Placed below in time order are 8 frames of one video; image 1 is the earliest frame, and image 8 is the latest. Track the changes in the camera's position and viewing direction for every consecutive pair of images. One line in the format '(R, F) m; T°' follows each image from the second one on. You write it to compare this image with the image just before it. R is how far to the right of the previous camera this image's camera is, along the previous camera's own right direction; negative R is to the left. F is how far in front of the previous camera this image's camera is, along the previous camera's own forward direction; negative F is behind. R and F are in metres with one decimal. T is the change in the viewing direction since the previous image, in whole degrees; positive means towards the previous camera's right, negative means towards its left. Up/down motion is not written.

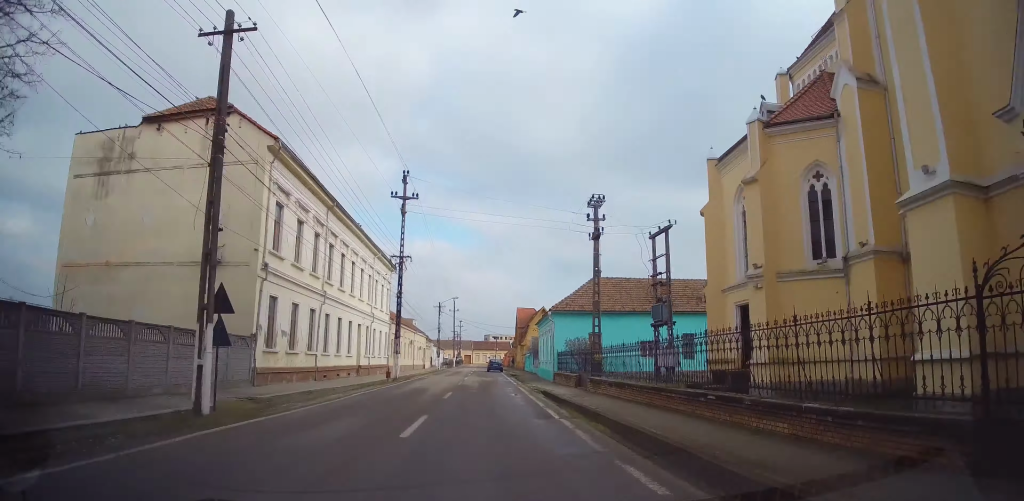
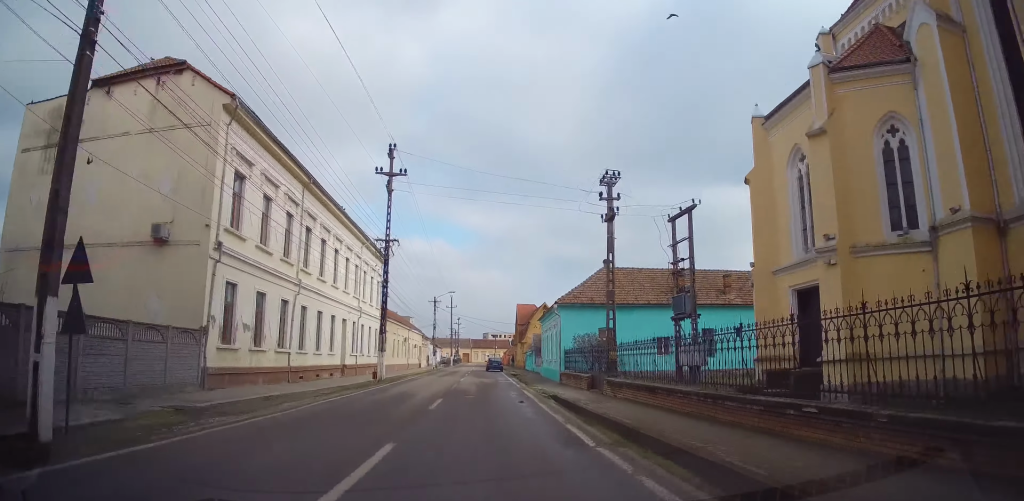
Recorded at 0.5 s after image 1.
(-0.1, +3.8) m; 0°
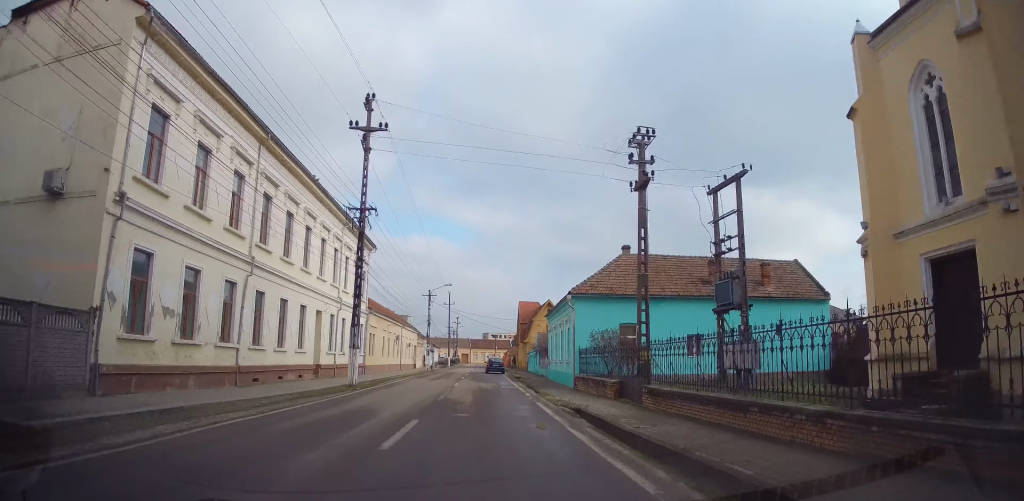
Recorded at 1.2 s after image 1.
(+0.2, +5.7) m; +2°
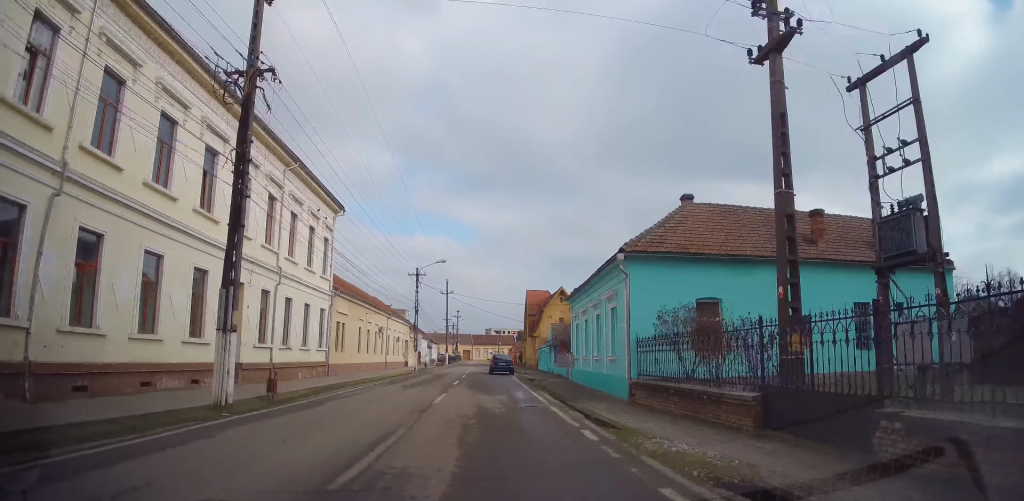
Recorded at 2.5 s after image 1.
(+0.1, +10.9) m; 0°
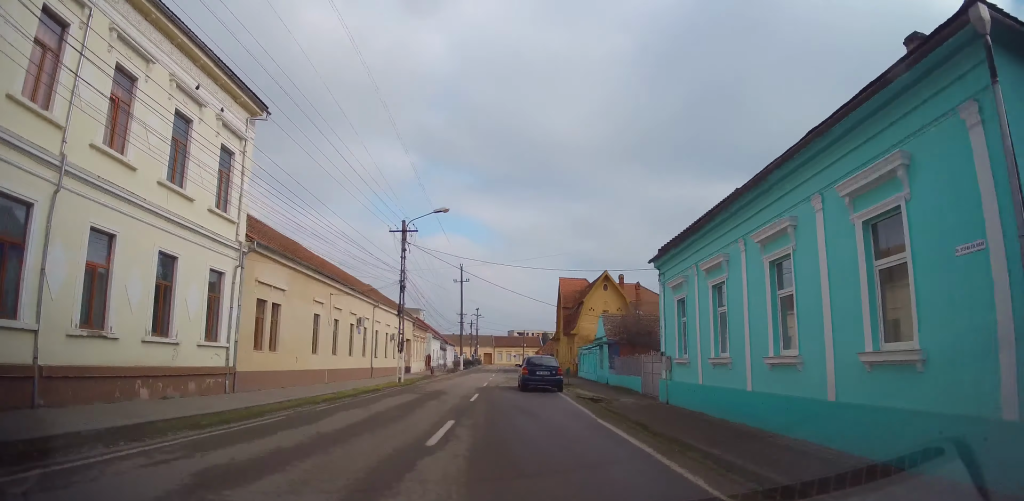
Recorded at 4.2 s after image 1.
(-0.8, +14.5) m; -3°
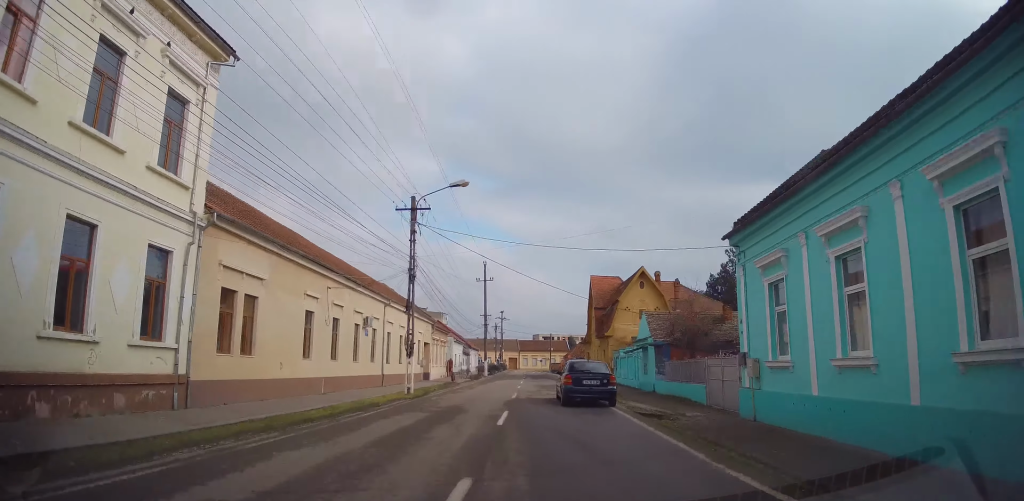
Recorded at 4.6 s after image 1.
(0.0, +4.3) m; -1°
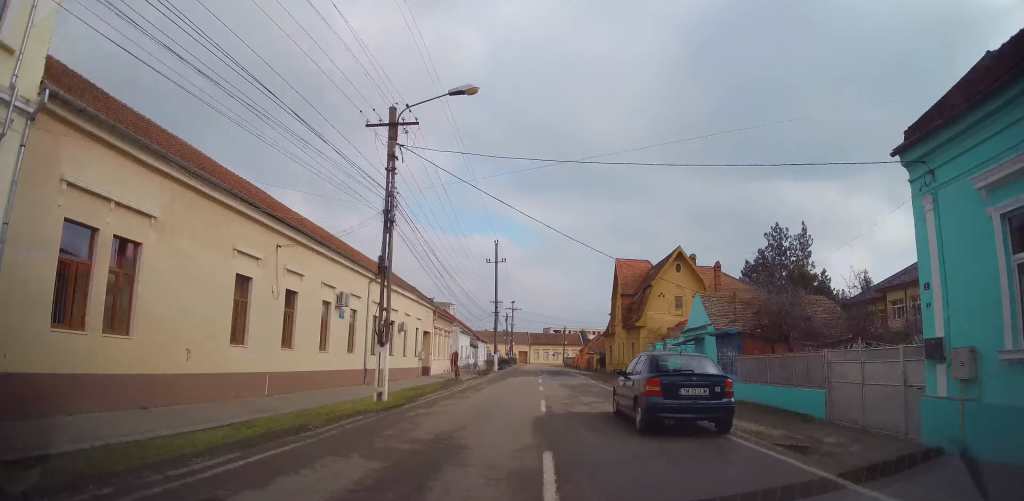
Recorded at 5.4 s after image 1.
(+0.3, +7.0) m; -1°
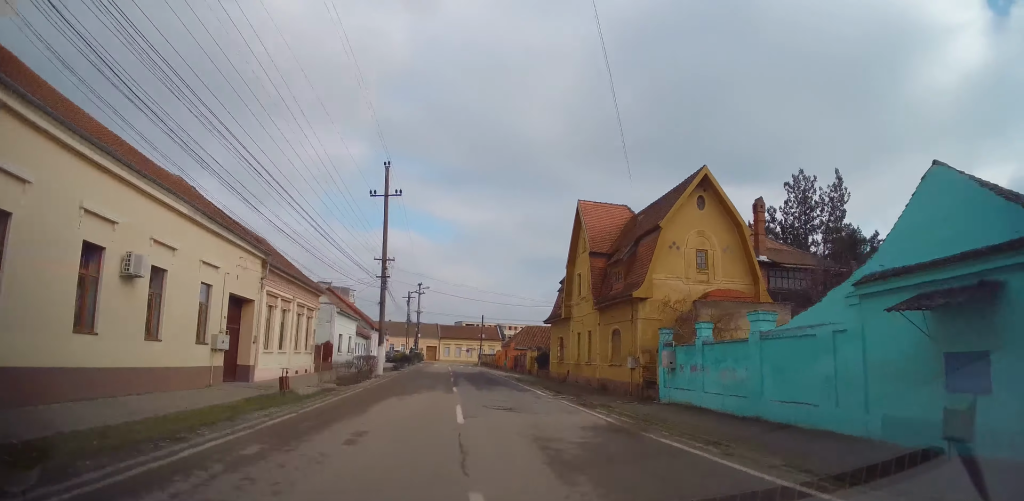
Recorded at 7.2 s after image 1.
(-0.1, +19.1) m; +4°
